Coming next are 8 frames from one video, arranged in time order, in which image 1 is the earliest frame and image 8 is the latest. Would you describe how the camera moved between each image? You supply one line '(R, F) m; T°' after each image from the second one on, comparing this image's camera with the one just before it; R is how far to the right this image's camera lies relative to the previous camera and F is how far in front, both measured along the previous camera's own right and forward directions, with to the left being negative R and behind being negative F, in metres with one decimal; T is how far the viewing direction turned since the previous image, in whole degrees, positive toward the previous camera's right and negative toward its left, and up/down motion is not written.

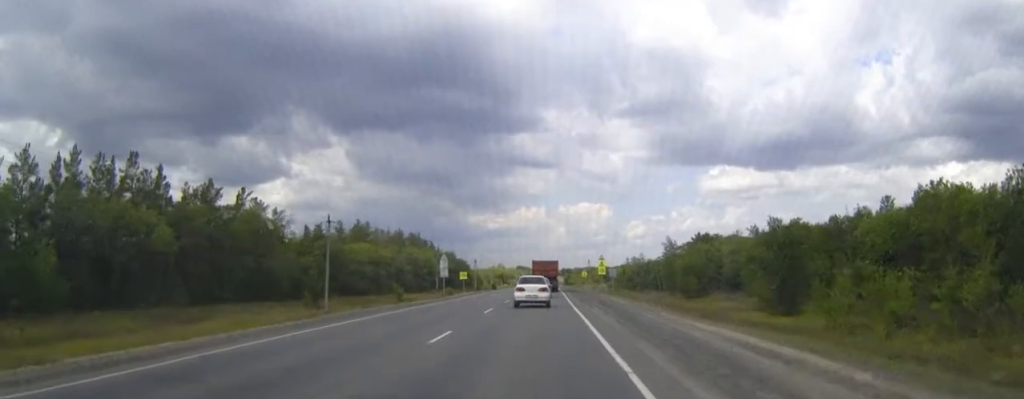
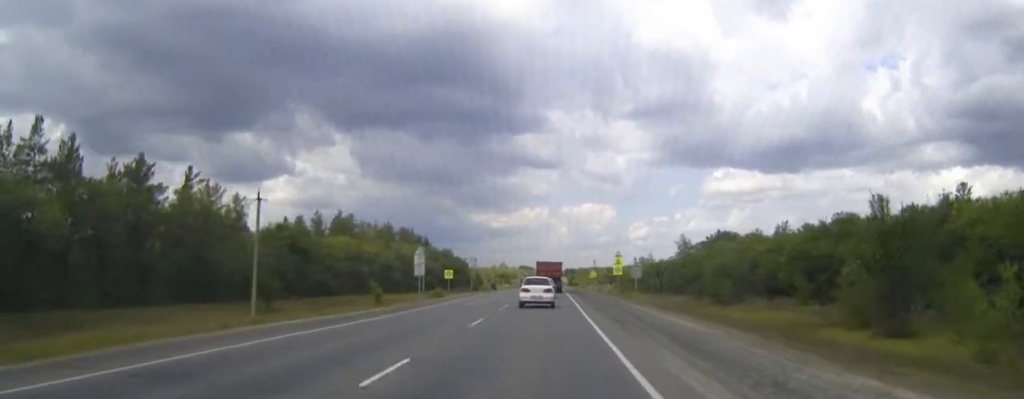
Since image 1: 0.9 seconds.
(0.0, +18.5) m; 0°
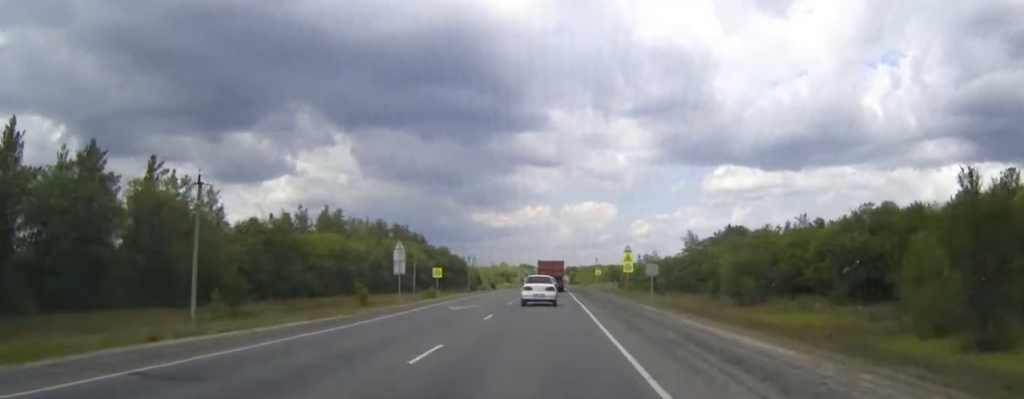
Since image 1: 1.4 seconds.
(0.0, +9.6) m; 0°
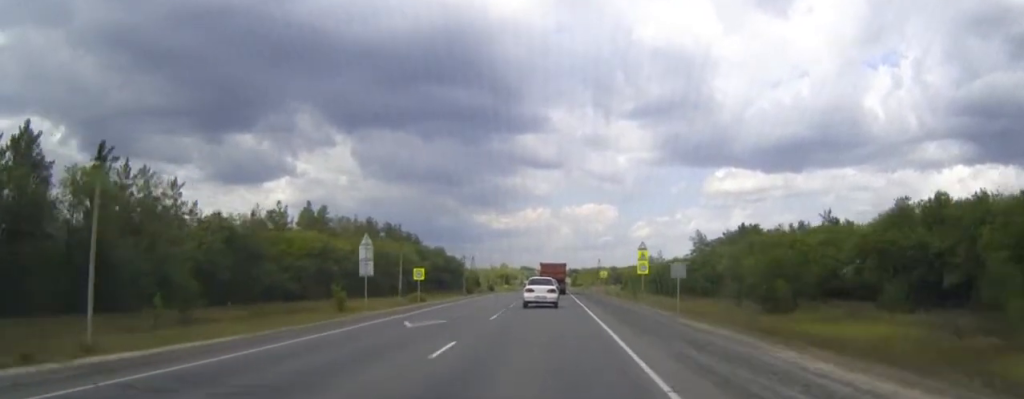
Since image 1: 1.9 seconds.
(0.0, +11.0) m; 0°
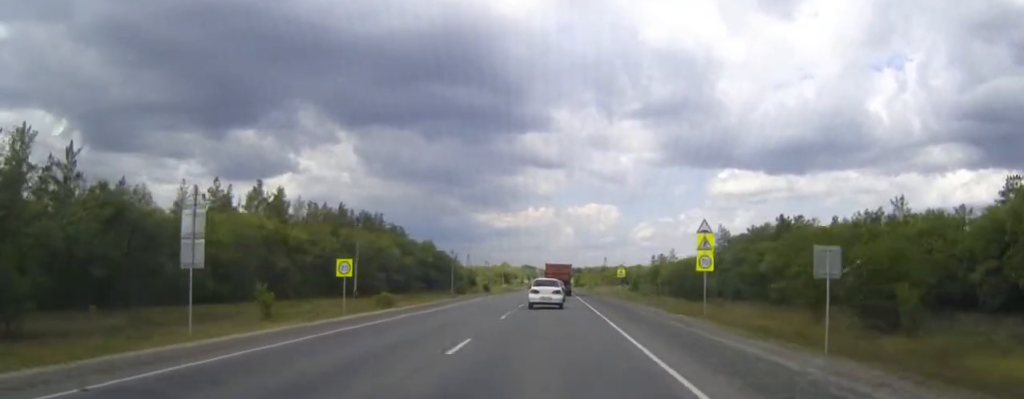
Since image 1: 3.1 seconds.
(0.0, +24.2) m; 0°
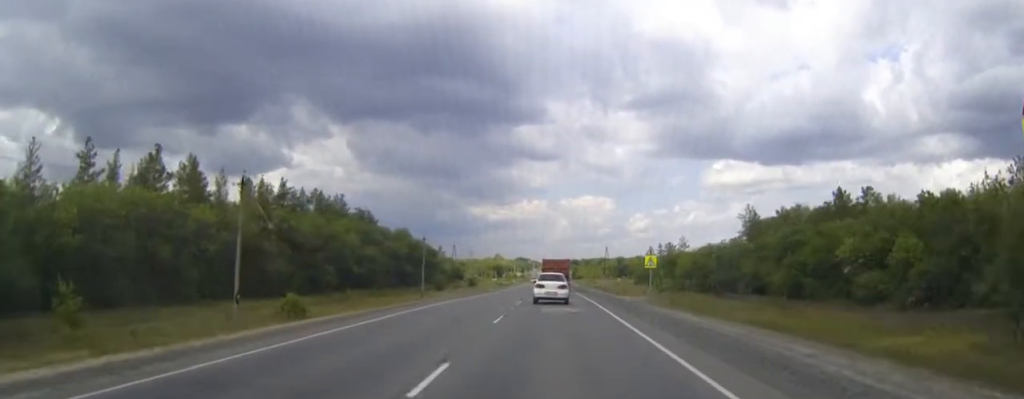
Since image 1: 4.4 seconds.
(+0.1, +28.6) m; 0°
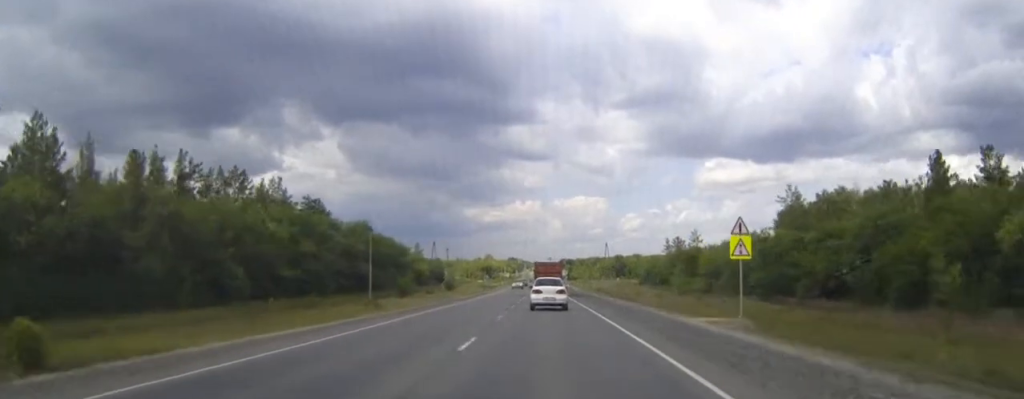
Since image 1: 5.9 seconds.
(+0.2, +30.1) m; 0°
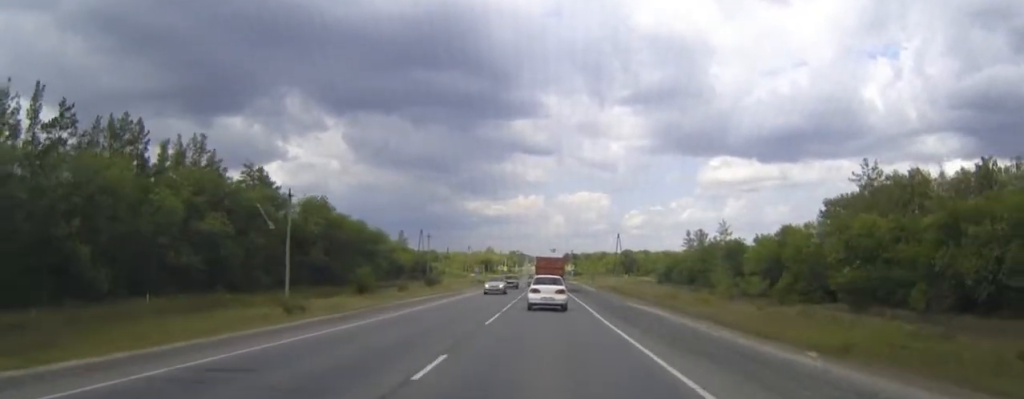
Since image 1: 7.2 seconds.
(0.0, +28.5) m; 0°
